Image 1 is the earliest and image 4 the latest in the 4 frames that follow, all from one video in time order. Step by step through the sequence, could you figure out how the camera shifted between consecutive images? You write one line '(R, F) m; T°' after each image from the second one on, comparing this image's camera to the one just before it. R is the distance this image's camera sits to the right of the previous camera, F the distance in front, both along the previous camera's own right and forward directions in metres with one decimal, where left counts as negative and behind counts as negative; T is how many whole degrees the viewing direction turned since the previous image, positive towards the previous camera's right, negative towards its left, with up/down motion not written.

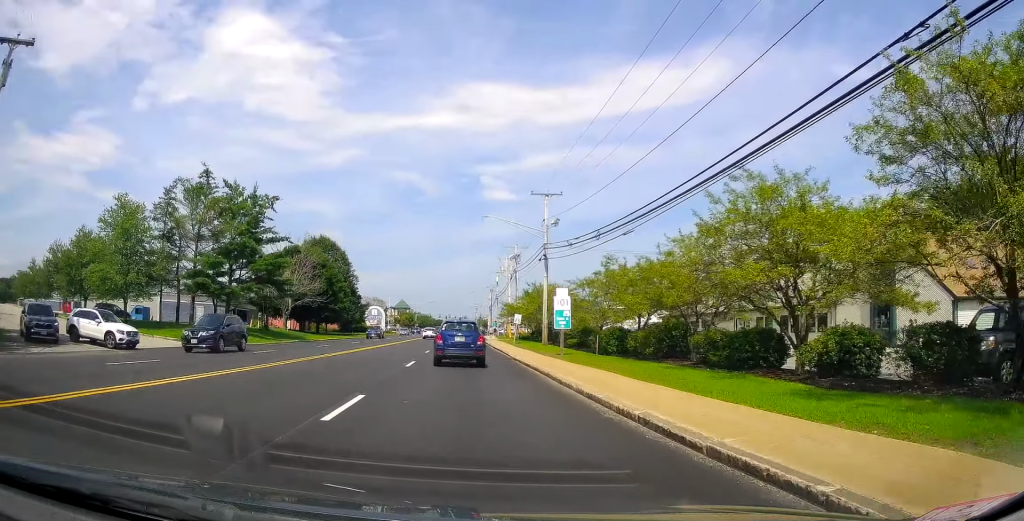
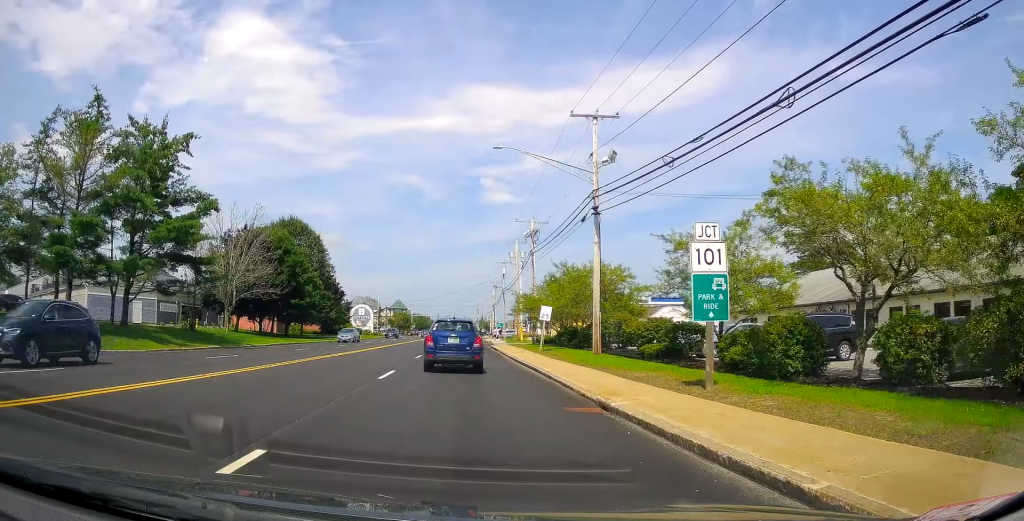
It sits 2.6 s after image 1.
(-0.1, +18.2) m; +3°
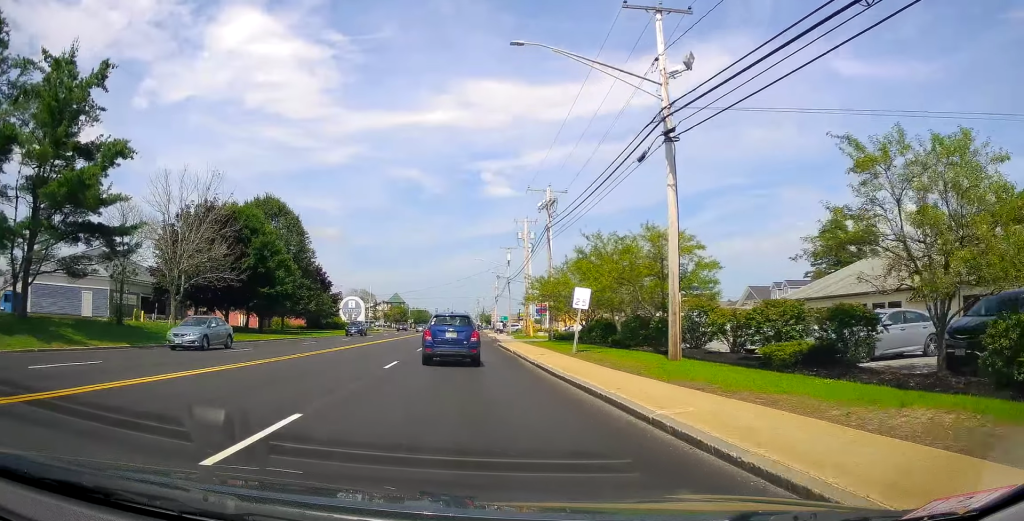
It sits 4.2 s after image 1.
(+0.1, +9.3) m; +1°
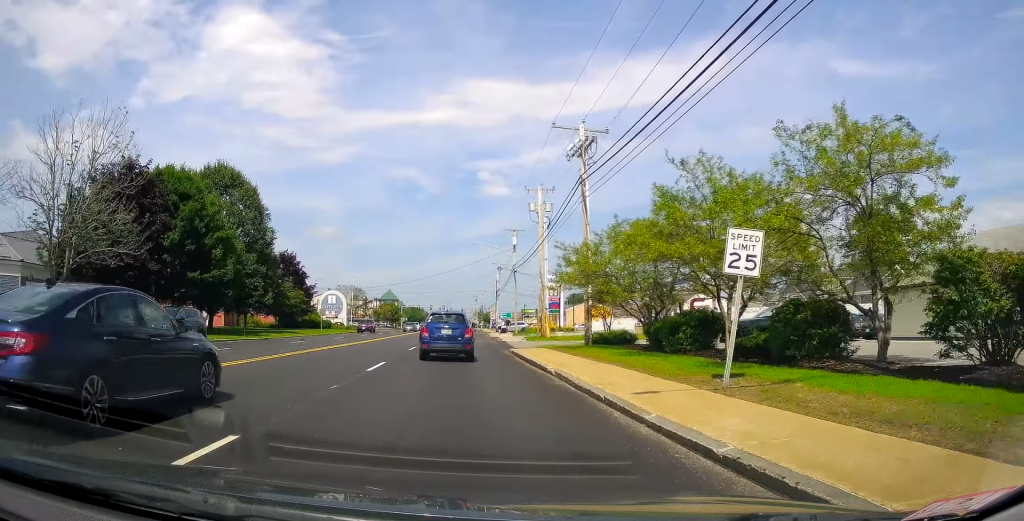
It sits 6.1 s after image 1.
(-0.2, +12.2) m; -1°
